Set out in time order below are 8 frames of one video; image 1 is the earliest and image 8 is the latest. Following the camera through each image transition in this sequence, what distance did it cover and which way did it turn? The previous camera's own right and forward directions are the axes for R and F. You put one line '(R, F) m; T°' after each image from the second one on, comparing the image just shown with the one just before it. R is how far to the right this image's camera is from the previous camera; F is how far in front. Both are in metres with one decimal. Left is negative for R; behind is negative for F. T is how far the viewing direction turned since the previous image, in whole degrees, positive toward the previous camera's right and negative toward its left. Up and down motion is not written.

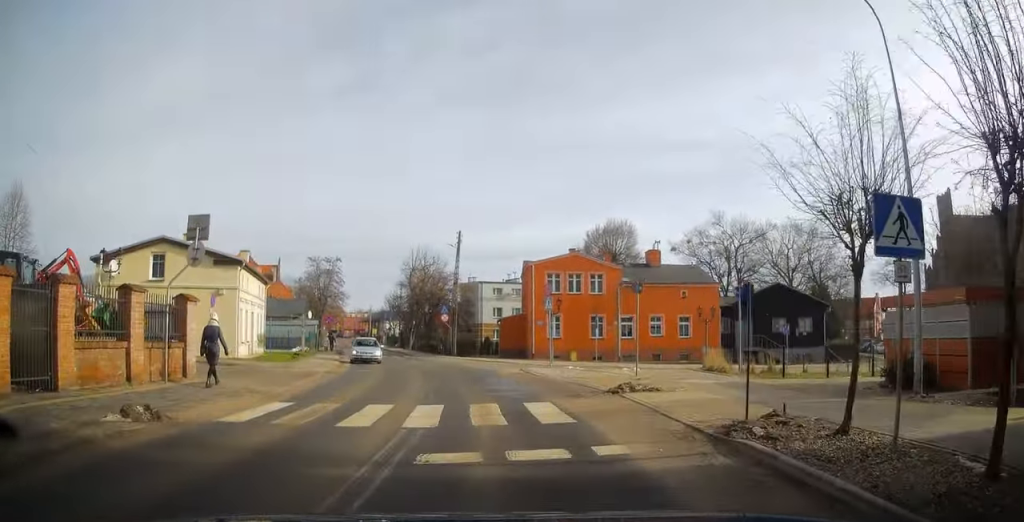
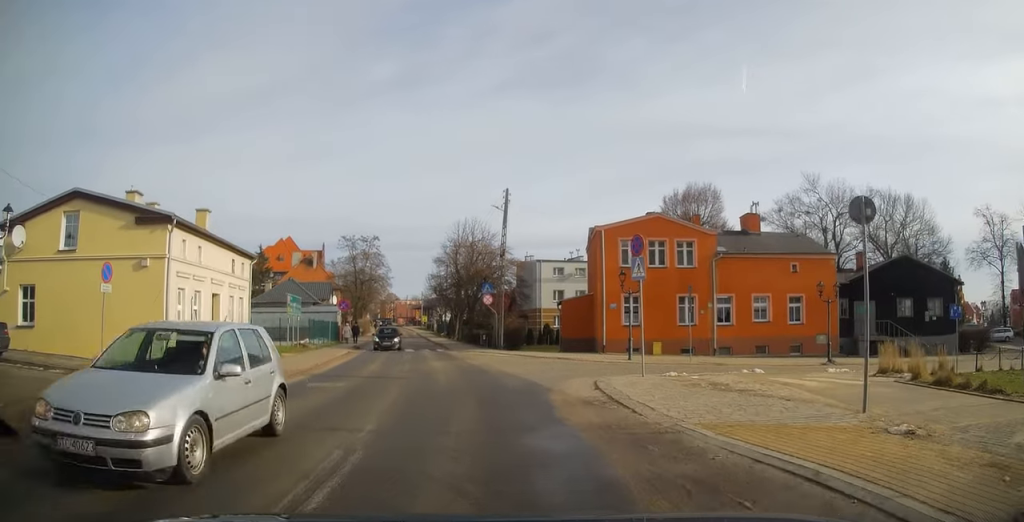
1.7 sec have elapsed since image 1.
(0.0, +11.0) m; 0°
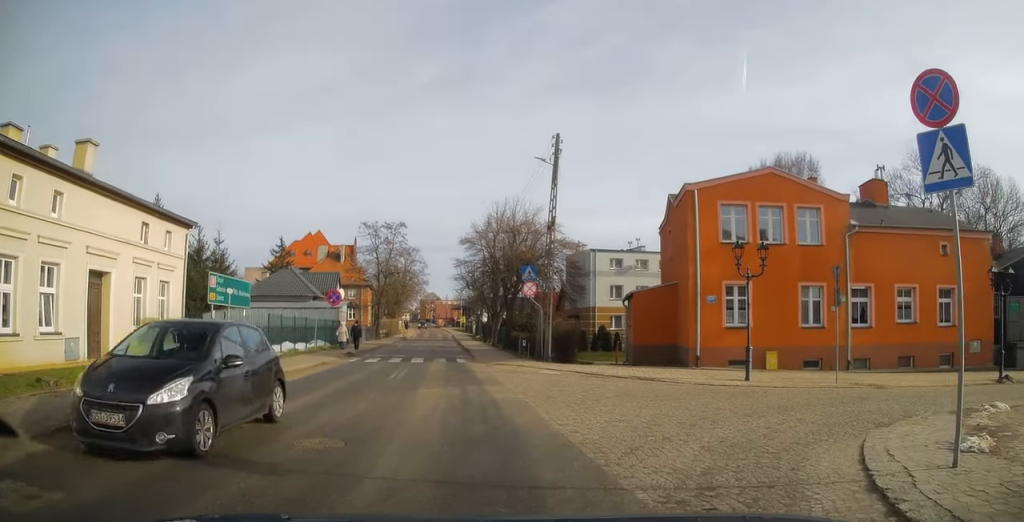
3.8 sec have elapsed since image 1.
(0.0, +12.1) m; 0°
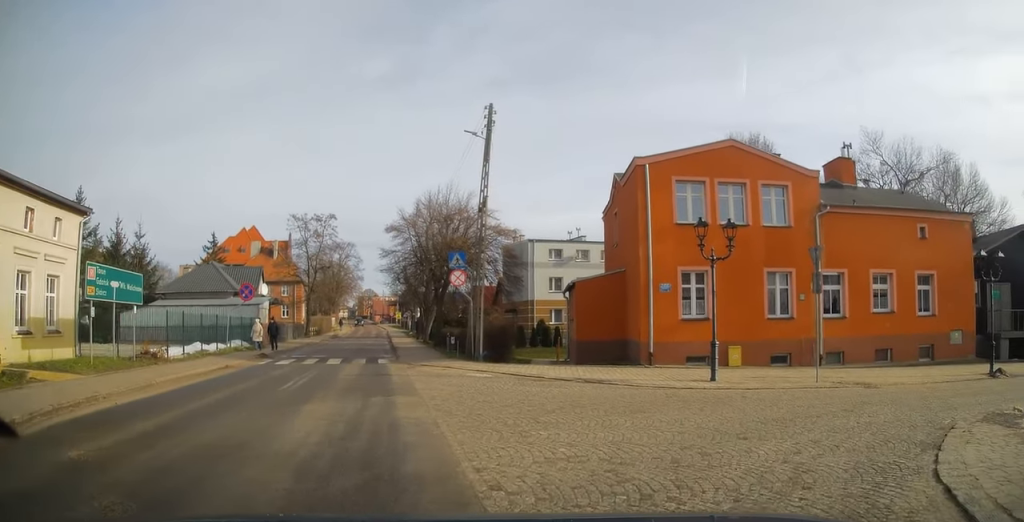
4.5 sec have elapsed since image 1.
(0.0, +3.6) m; +3°
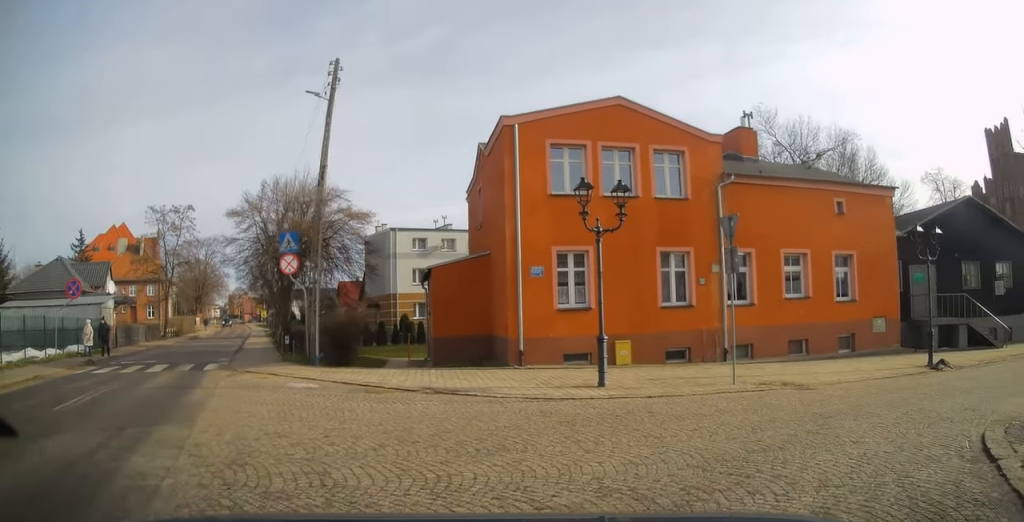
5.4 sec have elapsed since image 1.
(+0.2, +4.0) m; +13°
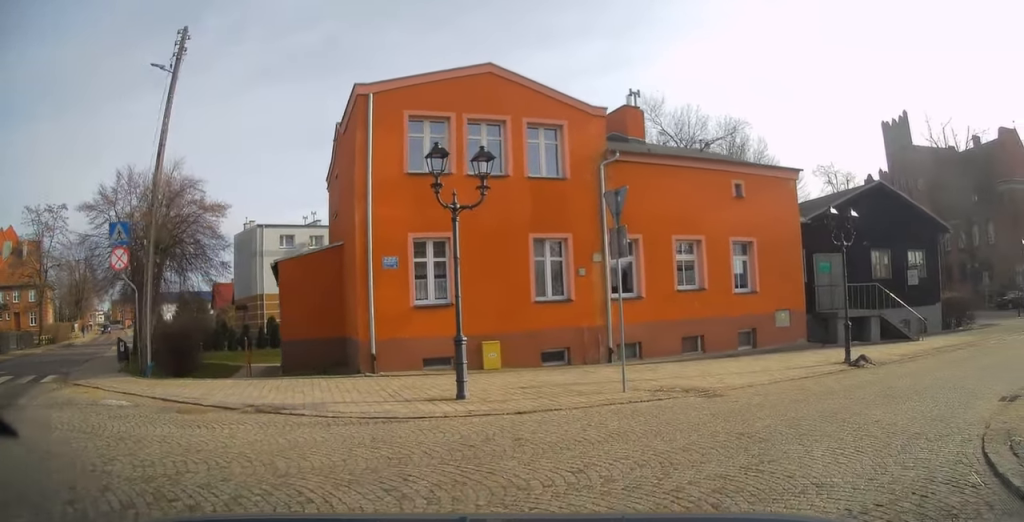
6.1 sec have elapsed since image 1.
(+0.4, +2.4) m; +10°
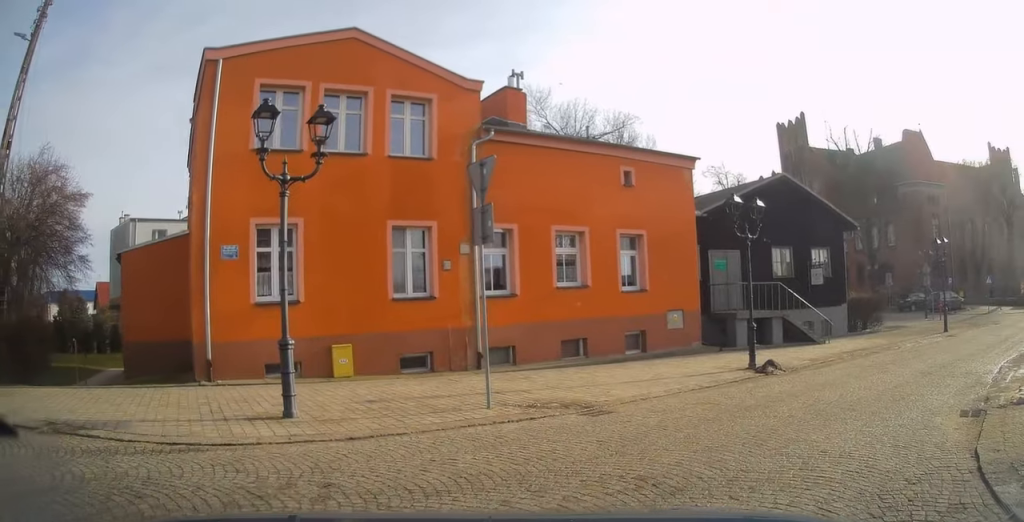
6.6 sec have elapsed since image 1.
(+0.1, +2.0) m; +9°
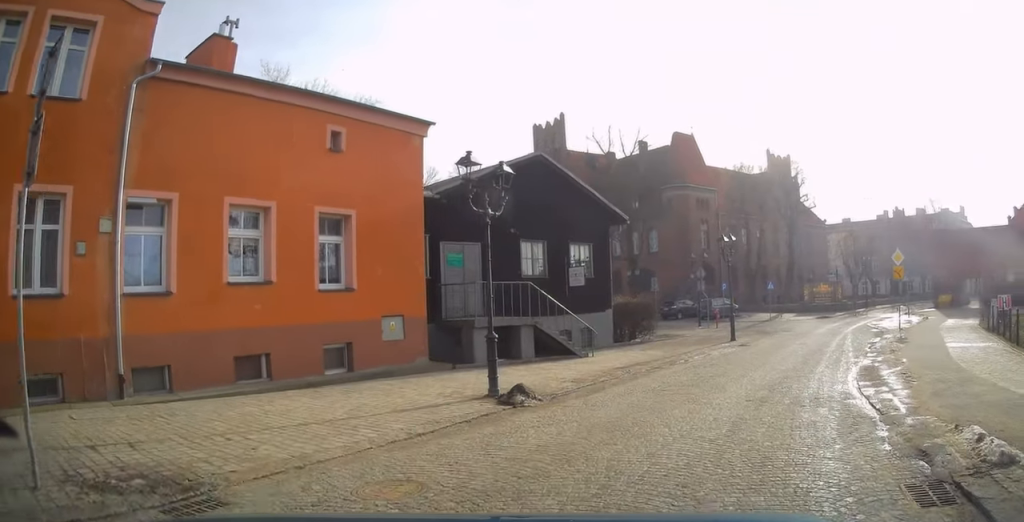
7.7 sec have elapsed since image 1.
(+0.7, +4.2) m; +19°
